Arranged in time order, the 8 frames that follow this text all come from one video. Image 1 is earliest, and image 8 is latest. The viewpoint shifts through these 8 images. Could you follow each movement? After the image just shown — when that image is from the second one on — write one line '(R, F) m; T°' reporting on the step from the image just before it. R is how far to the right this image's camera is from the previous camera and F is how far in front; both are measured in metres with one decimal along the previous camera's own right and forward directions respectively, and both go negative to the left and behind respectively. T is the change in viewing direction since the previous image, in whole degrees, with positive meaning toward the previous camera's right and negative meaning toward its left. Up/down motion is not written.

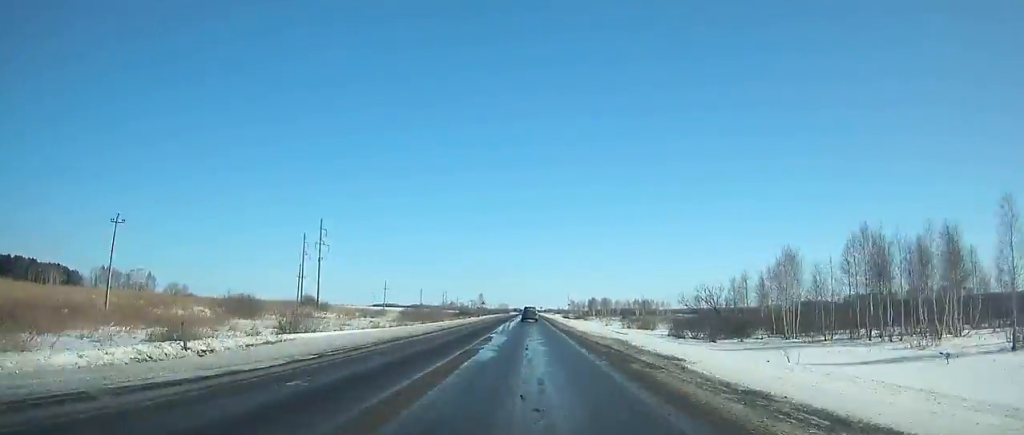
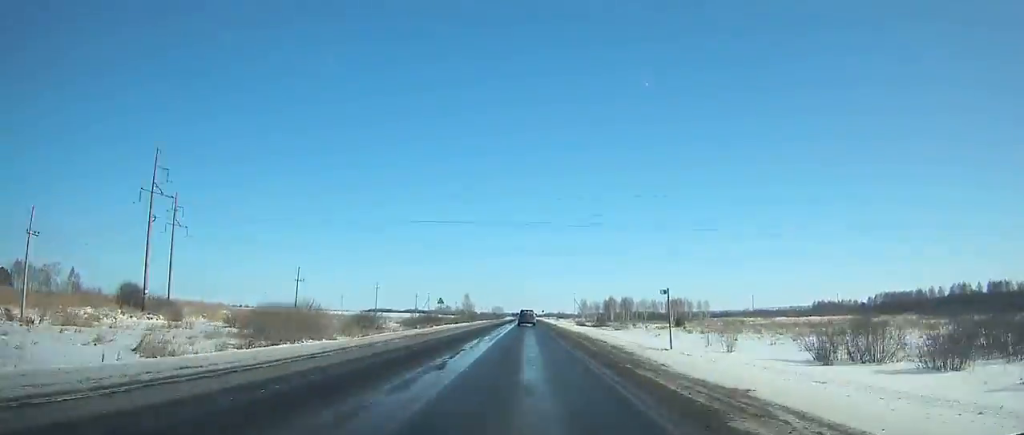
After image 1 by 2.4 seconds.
(-0.3, +57.0) m; 0°
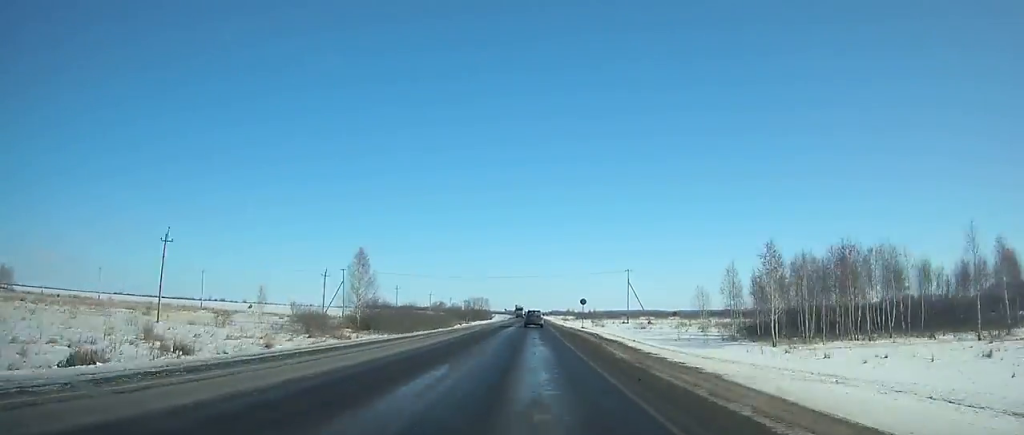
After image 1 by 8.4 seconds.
(+0.1, +142.0) m; 0°
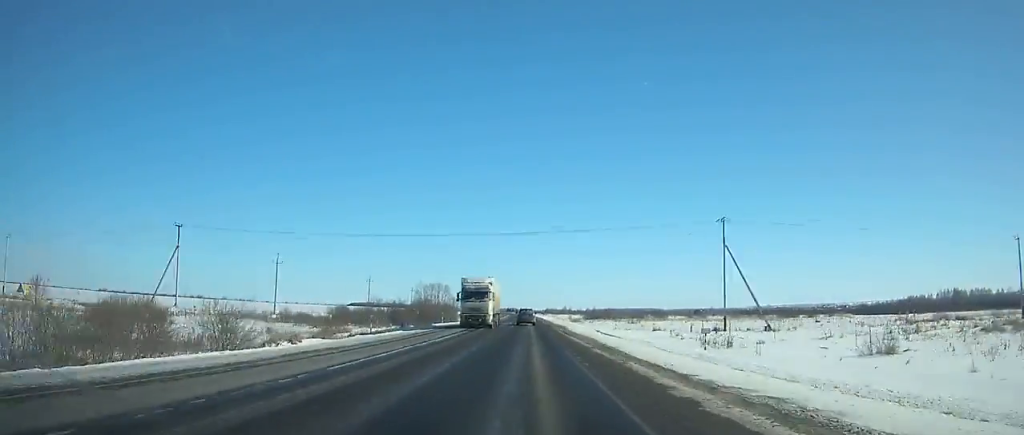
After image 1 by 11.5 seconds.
(+0.1, +73.8) m; 0°
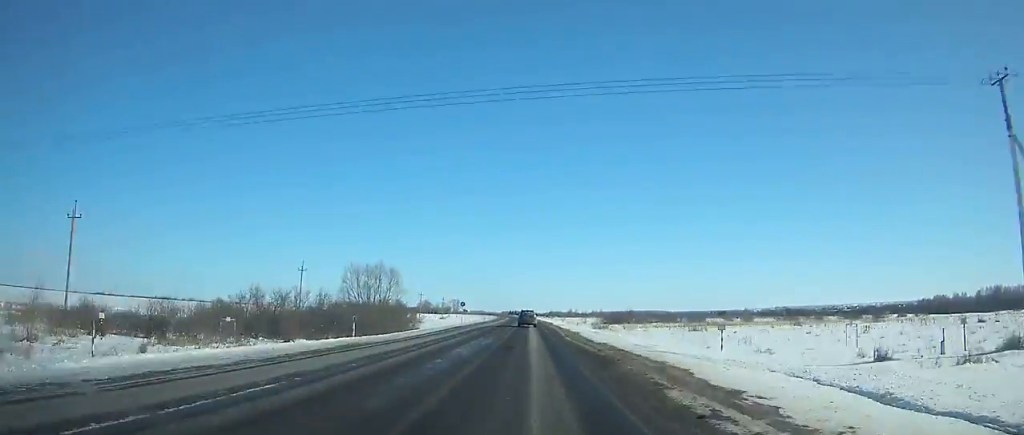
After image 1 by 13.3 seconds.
(+0.1, +43.2) m; 0°
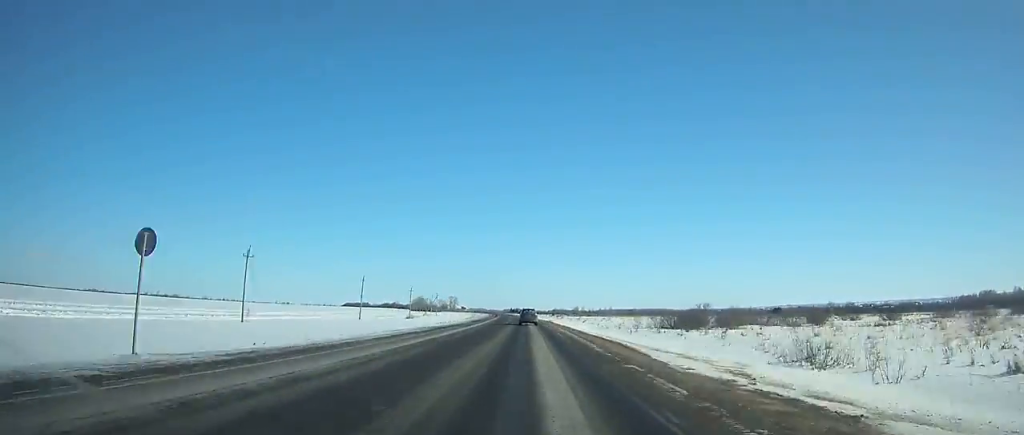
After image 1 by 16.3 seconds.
(-0.4, +73.0) m; 0°
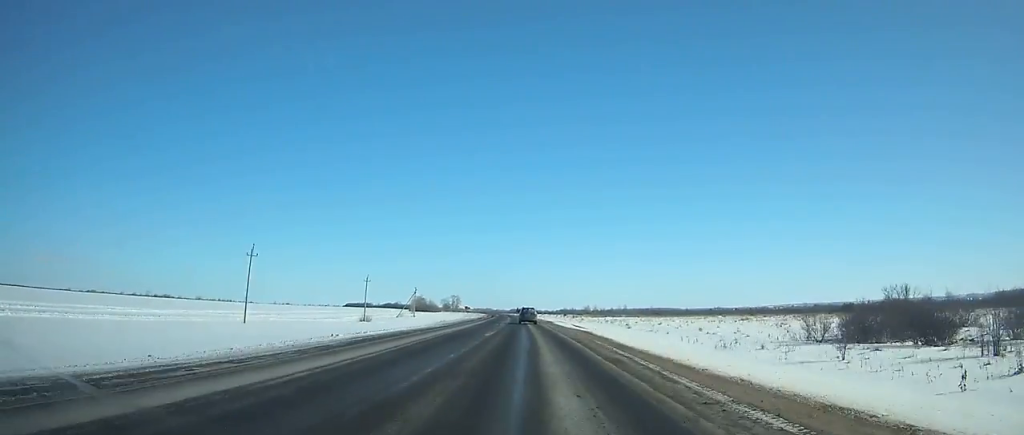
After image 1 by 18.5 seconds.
(0.0, +54.6) m; -1°
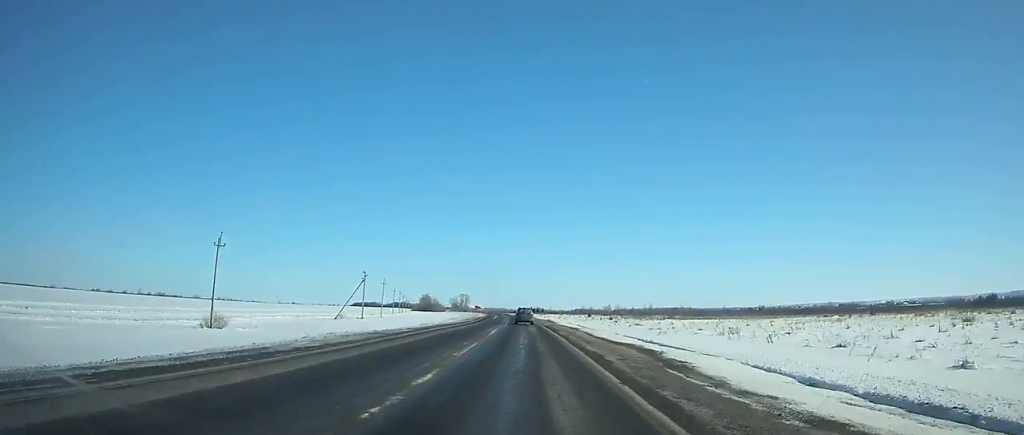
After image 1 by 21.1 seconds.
(-0.4, +65.6) m; -1°
